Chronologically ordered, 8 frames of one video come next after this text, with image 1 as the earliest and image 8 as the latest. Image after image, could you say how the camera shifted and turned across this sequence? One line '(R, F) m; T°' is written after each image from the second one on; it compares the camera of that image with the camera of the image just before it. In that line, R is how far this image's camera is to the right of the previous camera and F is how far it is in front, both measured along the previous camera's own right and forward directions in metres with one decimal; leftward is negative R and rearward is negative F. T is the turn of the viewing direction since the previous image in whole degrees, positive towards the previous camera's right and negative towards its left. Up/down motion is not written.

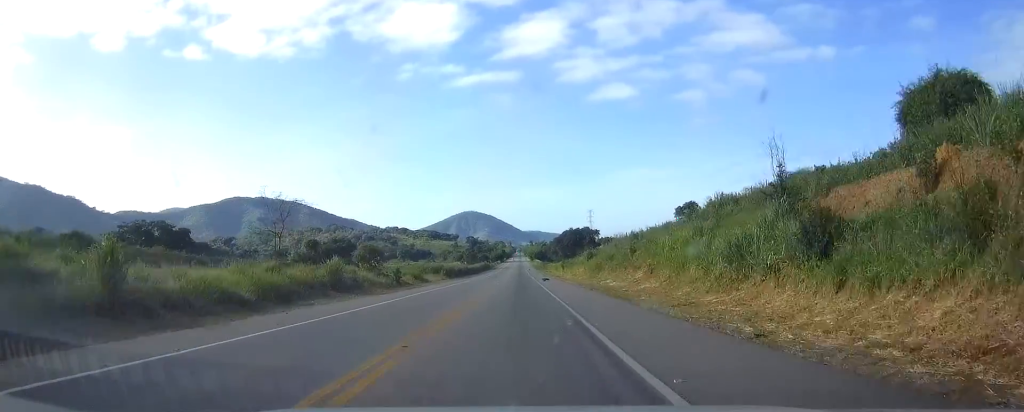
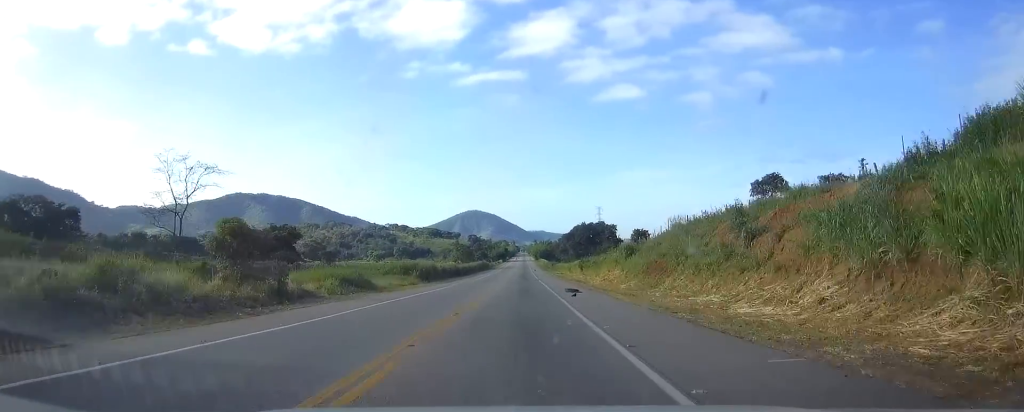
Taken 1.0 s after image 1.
(-0.1, +32.3) m; 0°
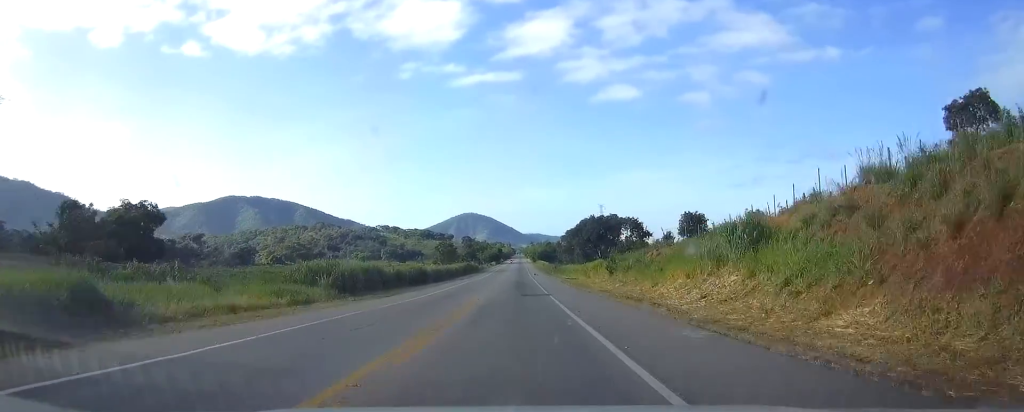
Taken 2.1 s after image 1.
(0.0, +35.5) m; 0°
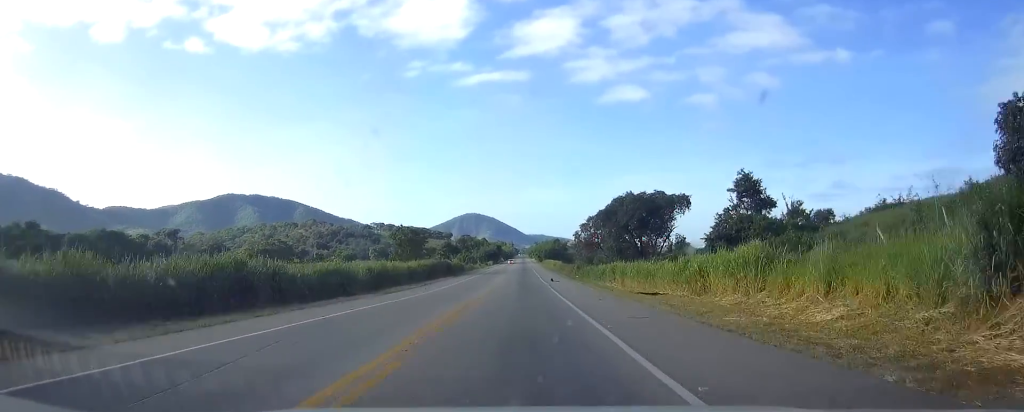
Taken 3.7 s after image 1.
(-0.4, +52.4) m; 0°
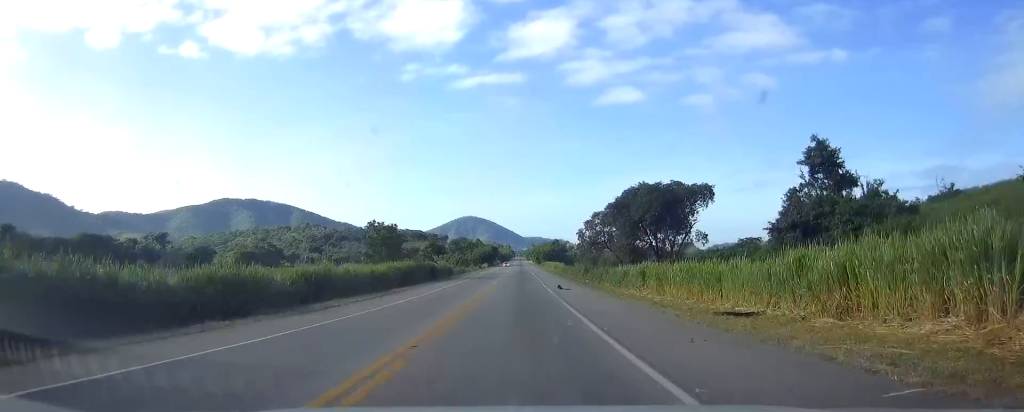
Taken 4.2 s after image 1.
(-0.1, +15.4) m; 0°
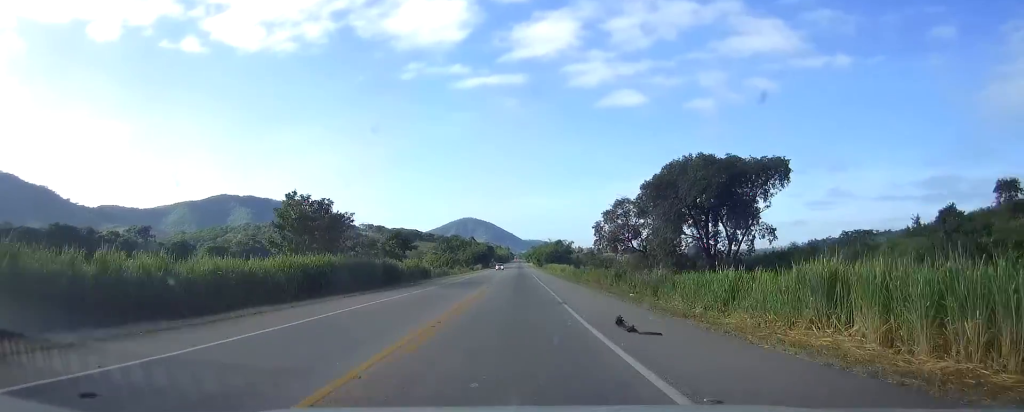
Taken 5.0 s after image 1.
(+0.2, +27.7) m; 0°
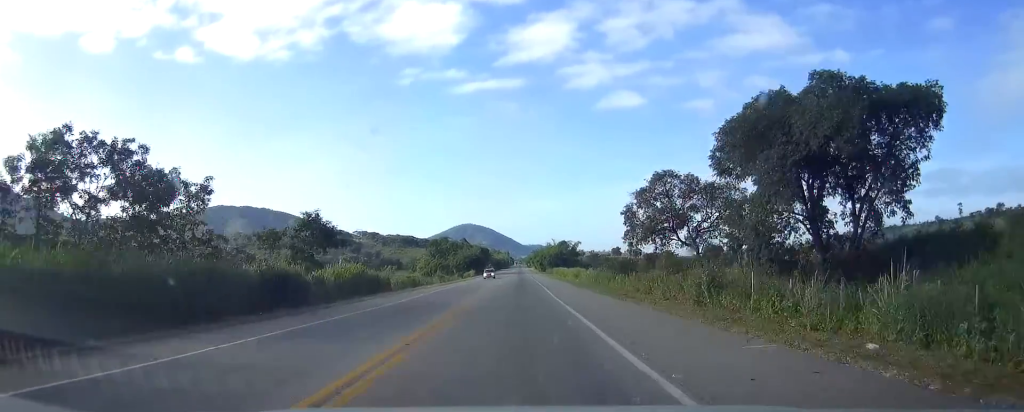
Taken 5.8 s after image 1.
(-0.2, +27.9) m; 0°
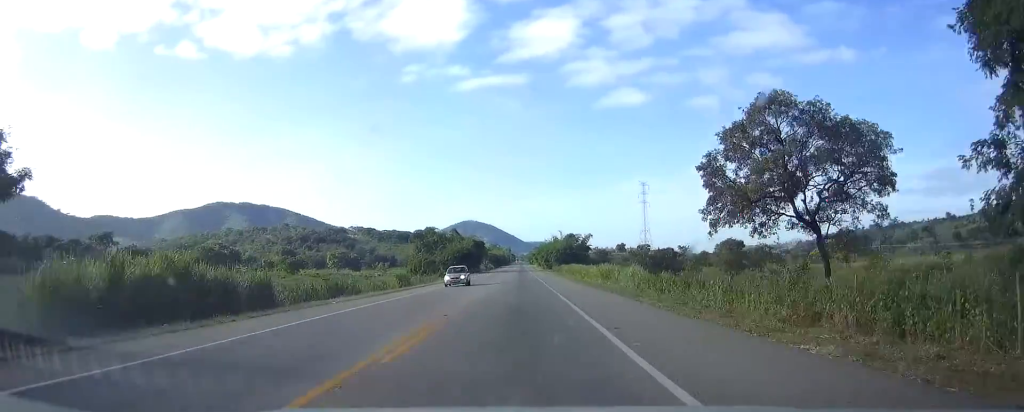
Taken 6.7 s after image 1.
(0.0, +29.1) m; 0°
